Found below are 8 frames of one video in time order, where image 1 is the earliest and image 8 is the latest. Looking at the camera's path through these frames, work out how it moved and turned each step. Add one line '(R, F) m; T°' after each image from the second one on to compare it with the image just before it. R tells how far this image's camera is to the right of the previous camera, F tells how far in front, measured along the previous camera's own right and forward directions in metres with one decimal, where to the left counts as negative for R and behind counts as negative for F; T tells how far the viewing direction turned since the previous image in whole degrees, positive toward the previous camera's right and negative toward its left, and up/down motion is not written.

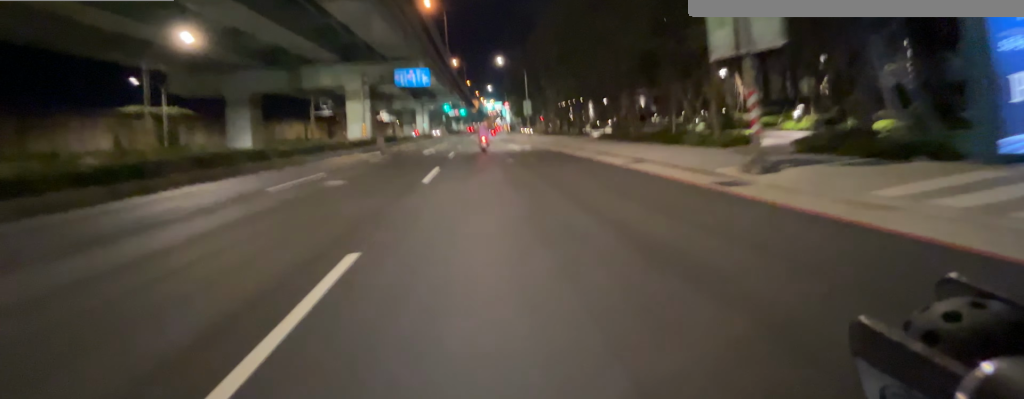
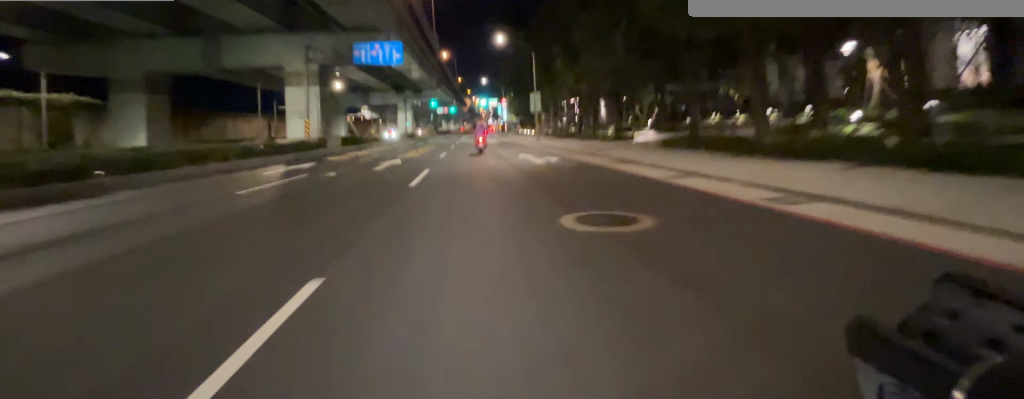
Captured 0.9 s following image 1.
(-0.7, +10.8) m; -1°
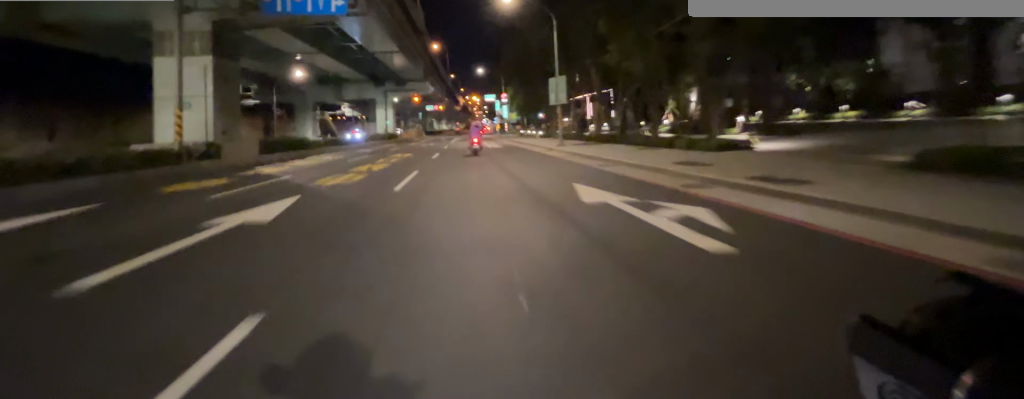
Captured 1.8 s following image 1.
(+0.4, +10.6) m; +3°
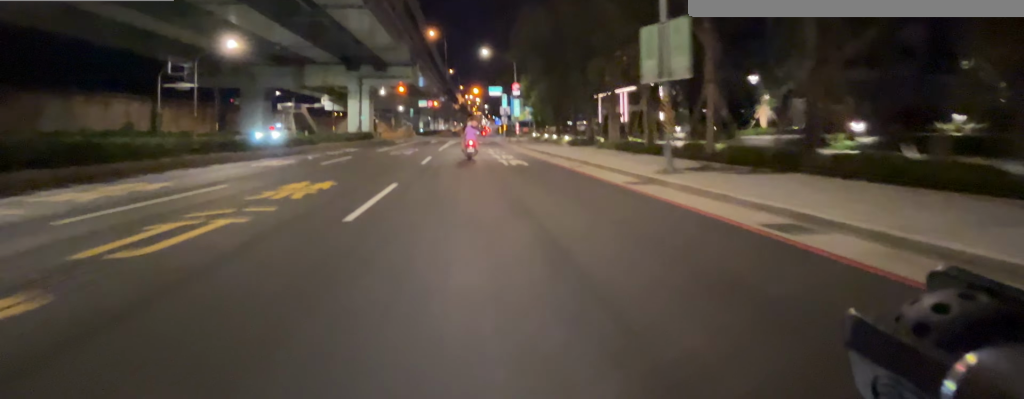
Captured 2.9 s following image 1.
(+0.2, +12.9) m; +1°
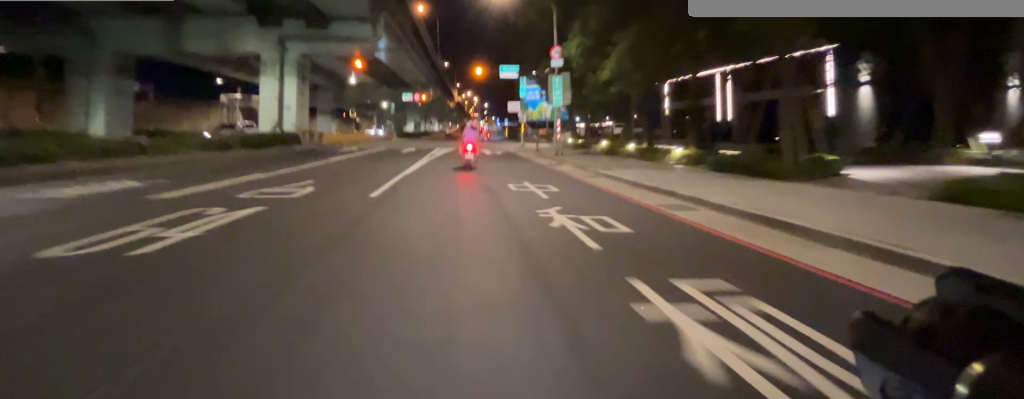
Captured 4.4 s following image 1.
(+0.2, +17.6) m; +1°
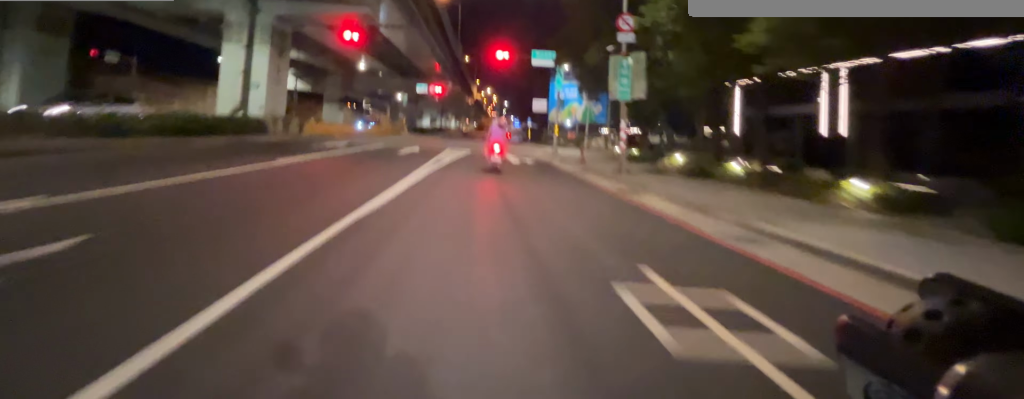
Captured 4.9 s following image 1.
(0.0, +6.3) m; 0°
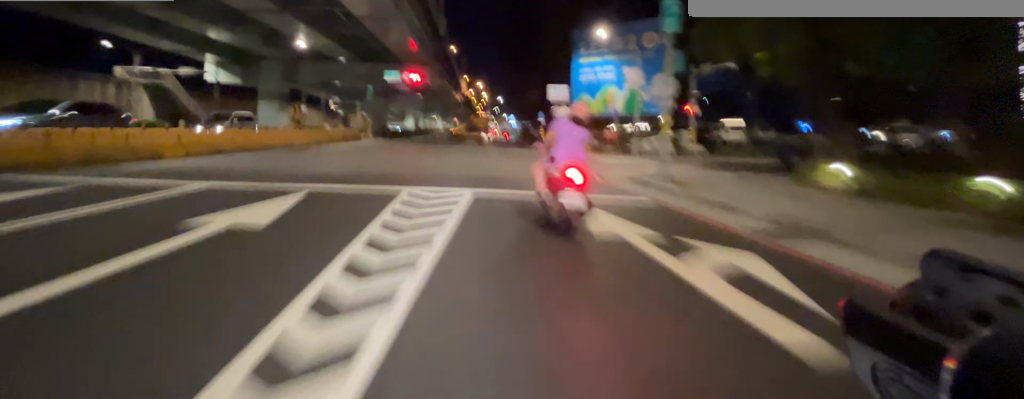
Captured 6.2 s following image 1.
(0.0, +15.1) m; 0°
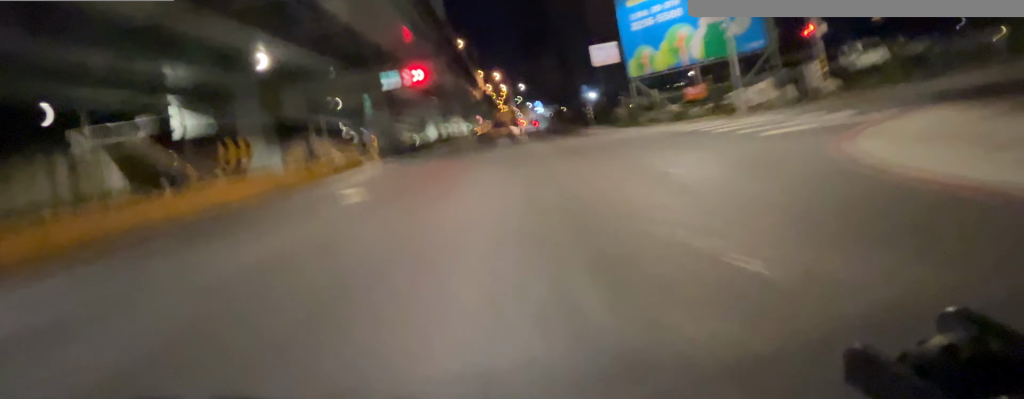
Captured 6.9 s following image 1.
(0.0, +9.5) m; +1°
